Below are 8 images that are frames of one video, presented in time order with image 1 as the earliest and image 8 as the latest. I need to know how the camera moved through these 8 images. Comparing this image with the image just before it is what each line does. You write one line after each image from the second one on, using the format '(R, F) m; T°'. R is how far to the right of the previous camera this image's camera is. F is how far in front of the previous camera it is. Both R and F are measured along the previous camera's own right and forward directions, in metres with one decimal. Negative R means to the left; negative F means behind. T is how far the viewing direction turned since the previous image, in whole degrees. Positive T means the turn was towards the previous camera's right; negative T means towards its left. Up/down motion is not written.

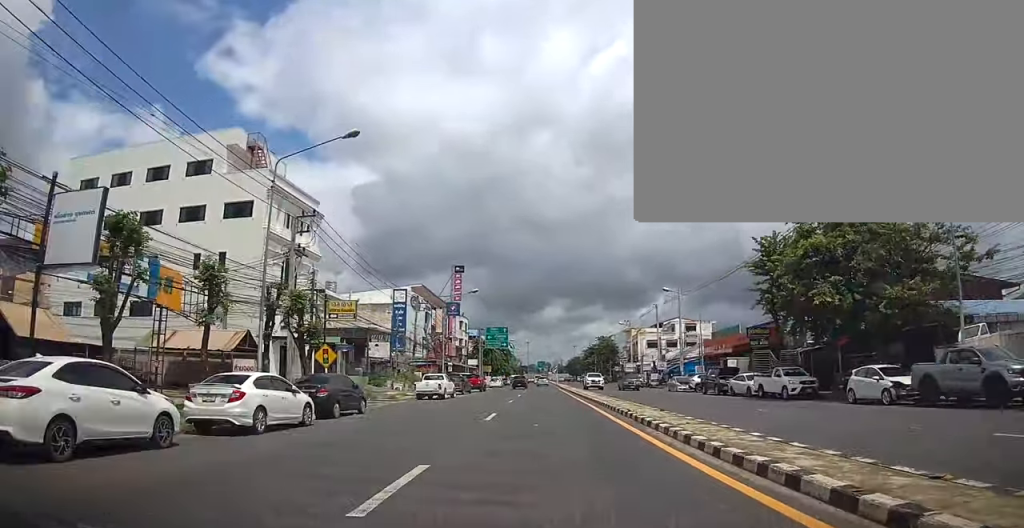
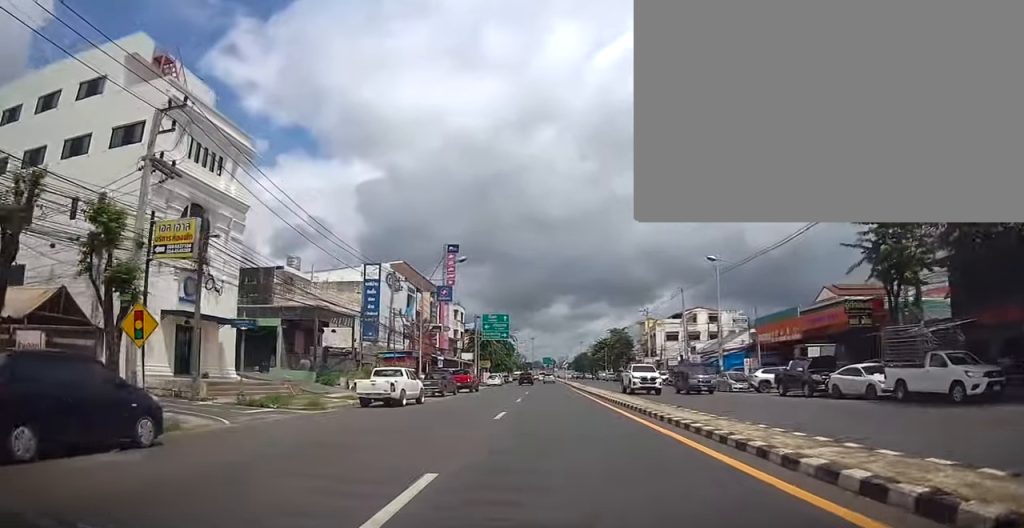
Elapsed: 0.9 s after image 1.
(+0.1, +13.1) m; 0°
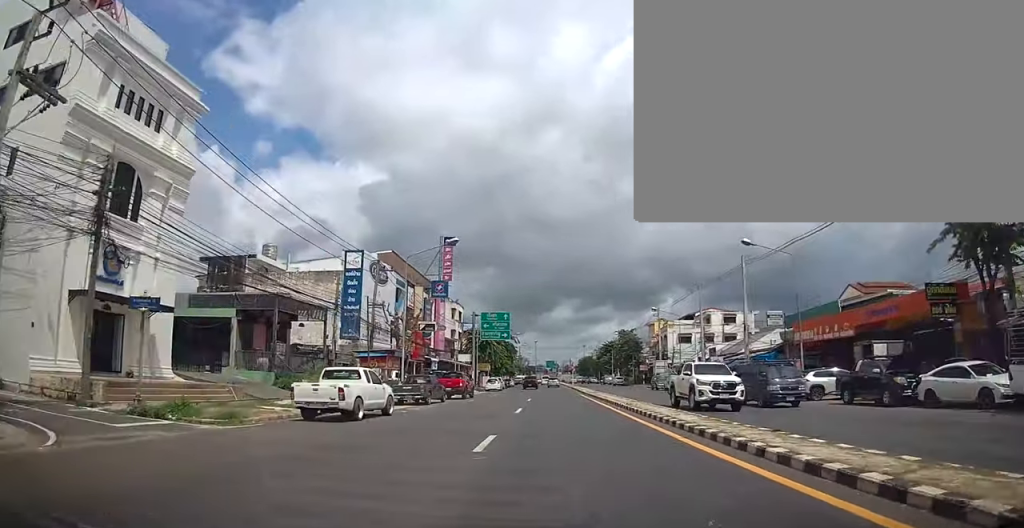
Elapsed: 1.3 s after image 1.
(-0.1, +6.5) m; 0°
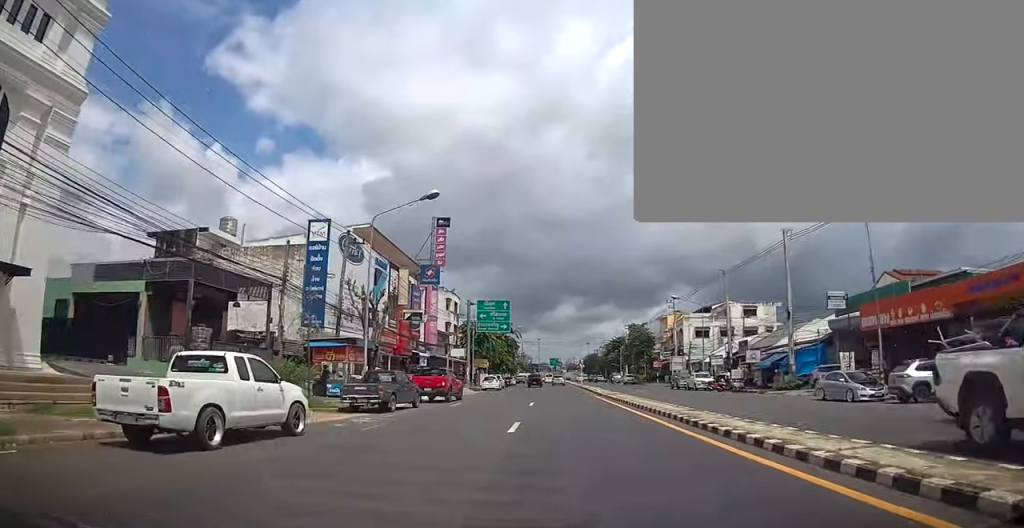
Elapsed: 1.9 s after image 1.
(-0.1, +8.4) m; 0°
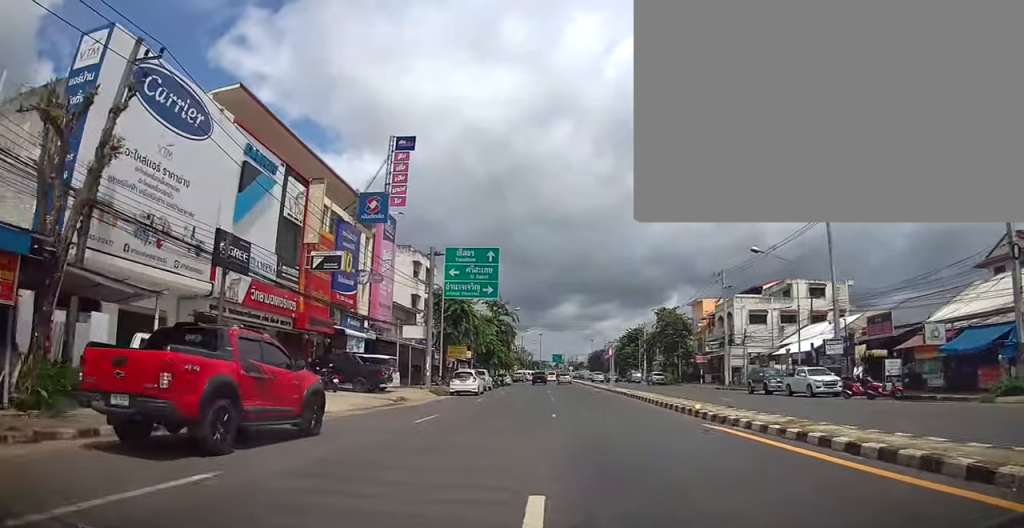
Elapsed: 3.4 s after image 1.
(-0.1, +21.9) m; -1°
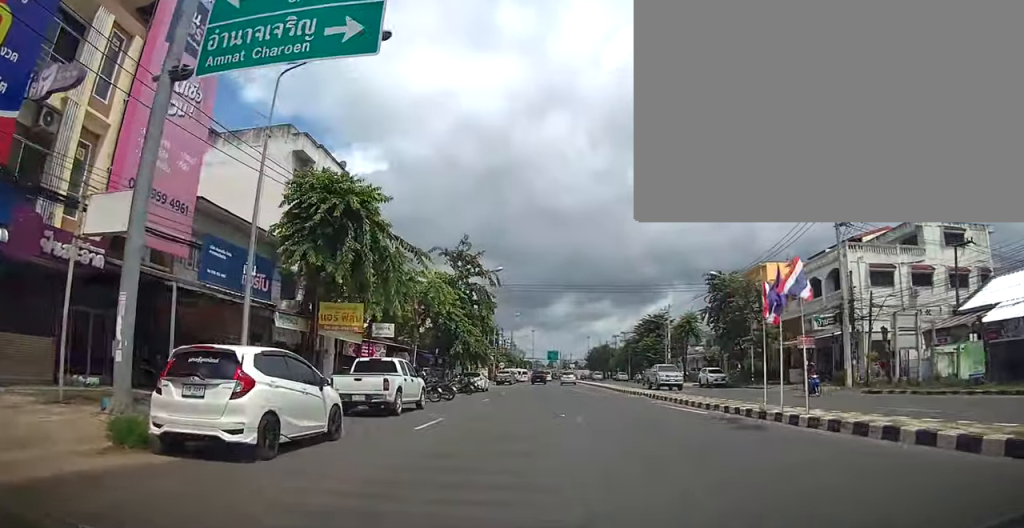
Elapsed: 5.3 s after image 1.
(-0.5, +26.4) m; -2°
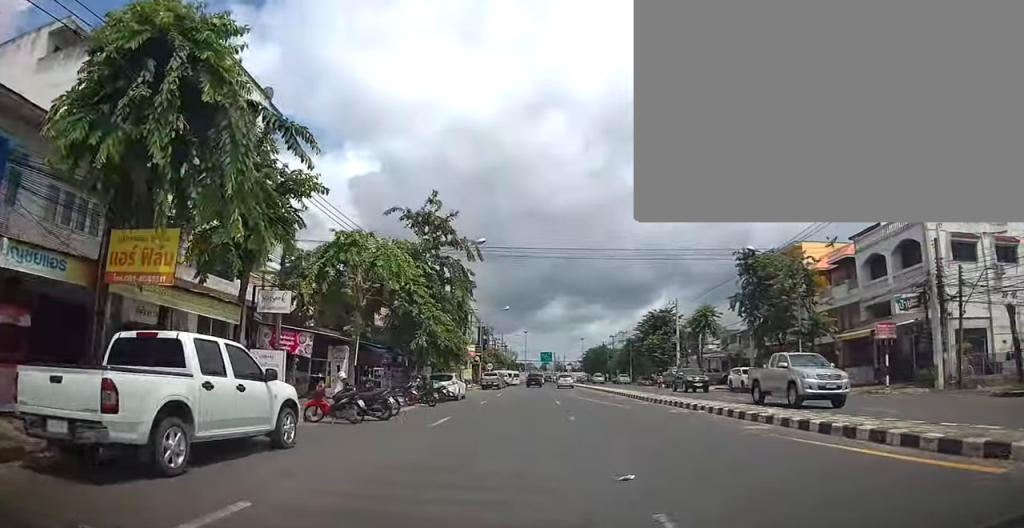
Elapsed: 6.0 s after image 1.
(-0.1, +10.3) m; 0°
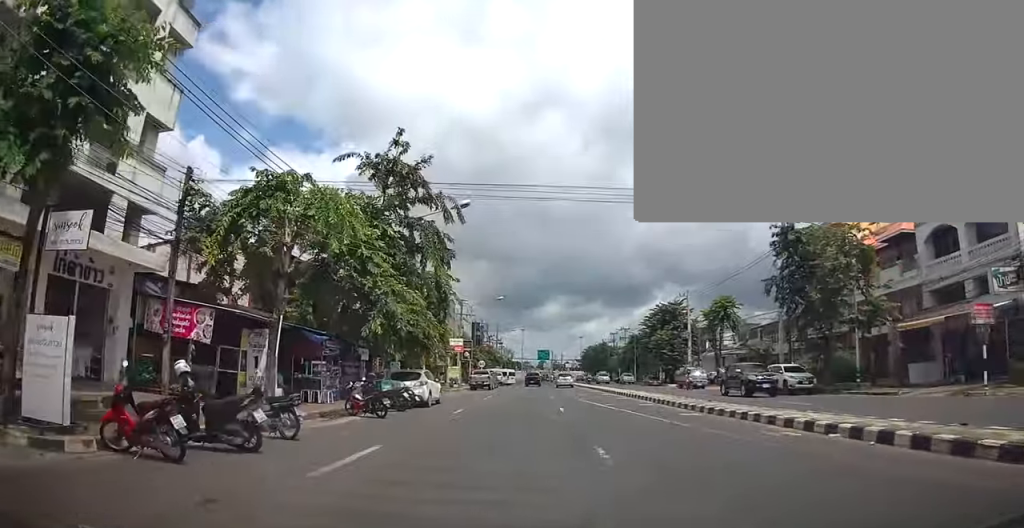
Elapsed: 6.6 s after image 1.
(+0.1, +7.6) m; +1°
